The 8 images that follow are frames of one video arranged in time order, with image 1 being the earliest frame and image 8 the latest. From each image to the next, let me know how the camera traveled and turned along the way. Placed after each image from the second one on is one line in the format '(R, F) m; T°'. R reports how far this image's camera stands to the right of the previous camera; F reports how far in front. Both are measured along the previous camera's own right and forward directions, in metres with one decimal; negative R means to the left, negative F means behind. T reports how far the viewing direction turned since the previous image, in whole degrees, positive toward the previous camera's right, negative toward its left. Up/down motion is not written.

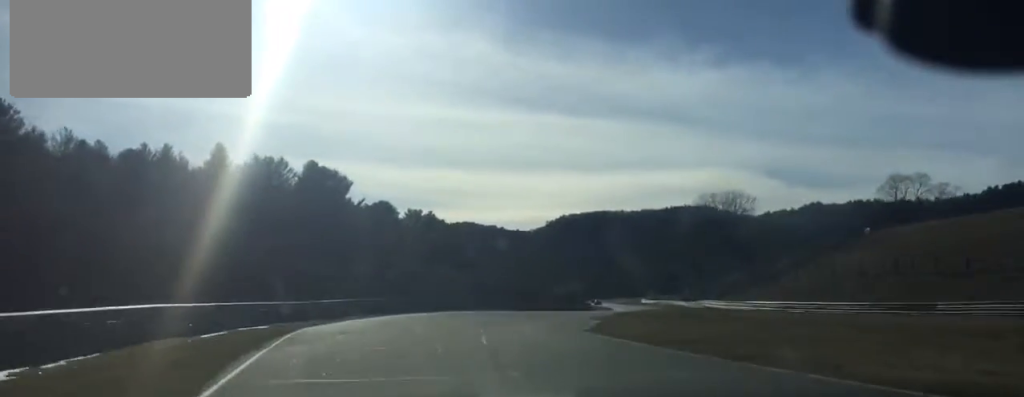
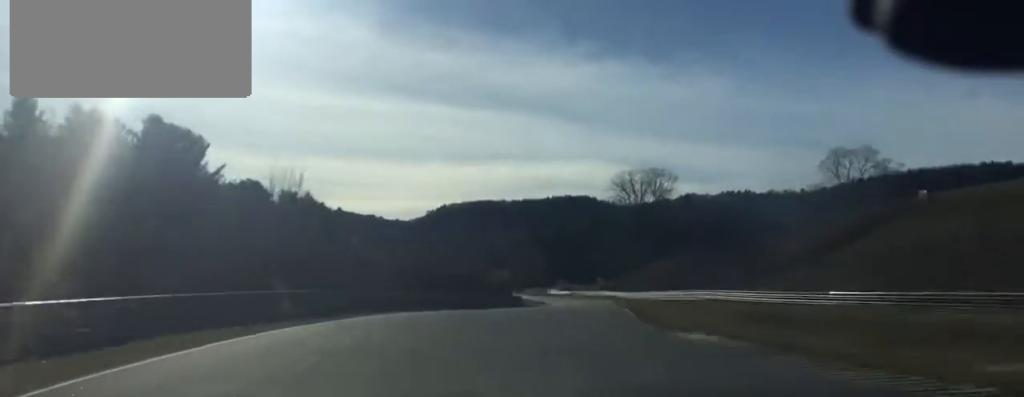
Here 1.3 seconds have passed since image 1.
(+1.5, +35.2) m; +9°
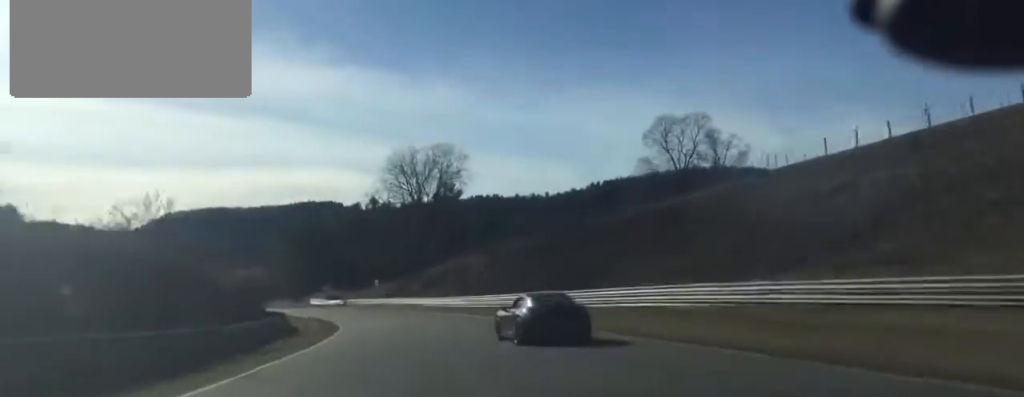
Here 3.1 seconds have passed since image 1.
(+7.7, +48.5) m; +14°
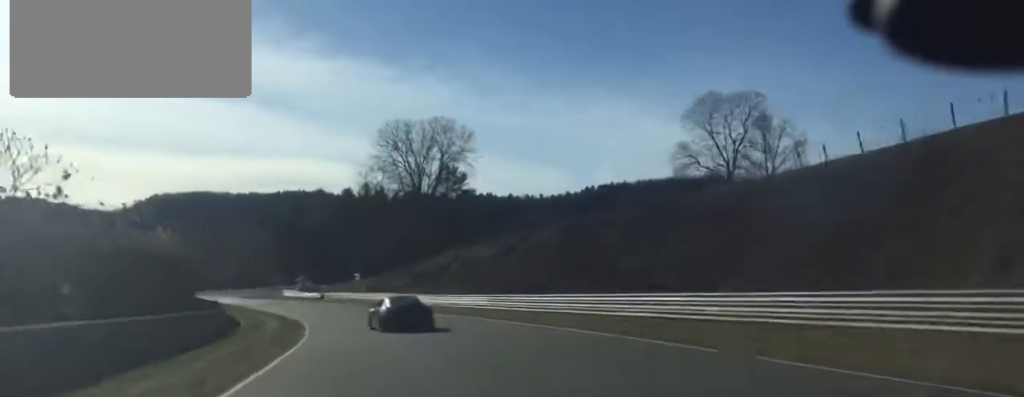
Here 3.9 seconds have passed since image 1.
(+0.5, +25.0) m; 0°
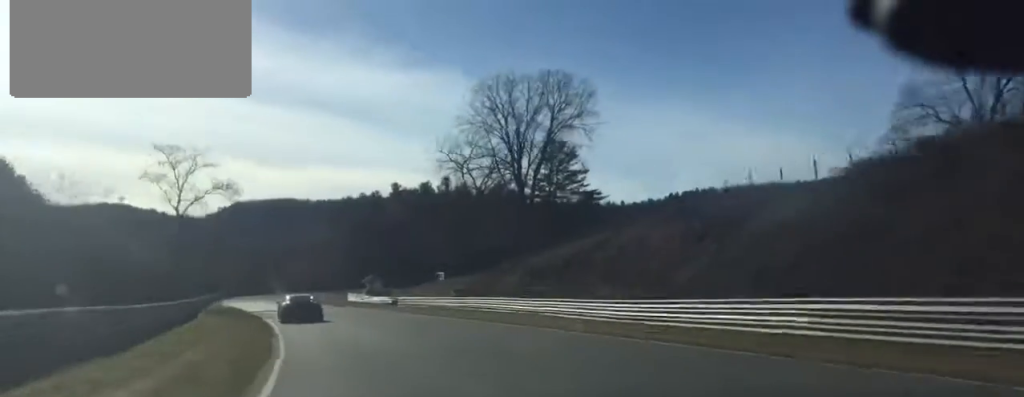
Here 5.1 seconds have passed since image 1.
(-1.1, +37.1) m; -5°
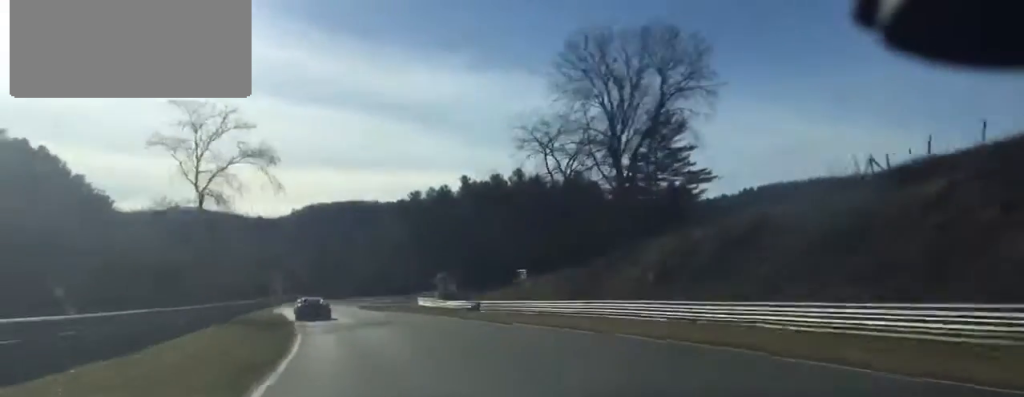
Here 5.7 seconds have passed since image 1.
(-0.3, +18.6) m; -3°
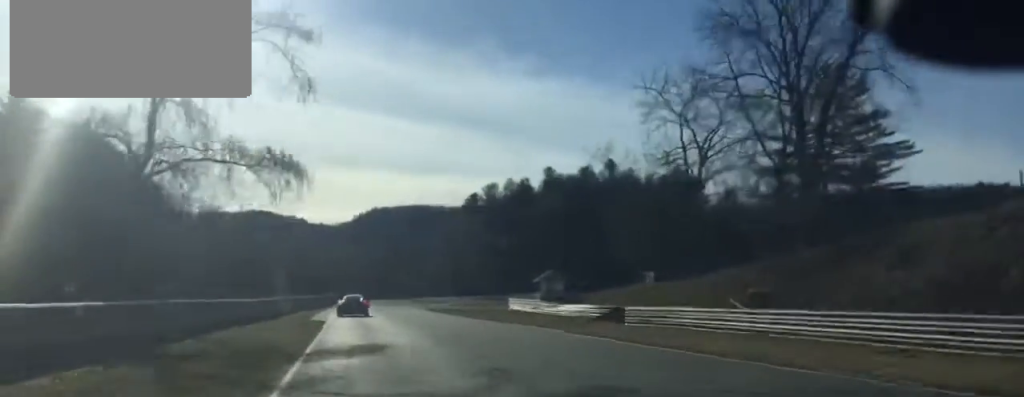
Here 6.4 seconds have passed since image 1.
(-0.8, +25.8) m; -3°
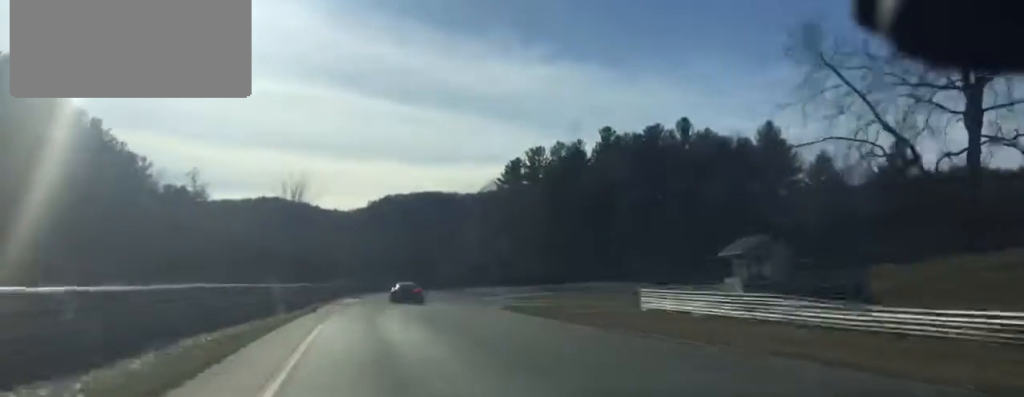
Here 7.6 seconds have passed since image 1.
(-1.3, +37.6) m; 0°
